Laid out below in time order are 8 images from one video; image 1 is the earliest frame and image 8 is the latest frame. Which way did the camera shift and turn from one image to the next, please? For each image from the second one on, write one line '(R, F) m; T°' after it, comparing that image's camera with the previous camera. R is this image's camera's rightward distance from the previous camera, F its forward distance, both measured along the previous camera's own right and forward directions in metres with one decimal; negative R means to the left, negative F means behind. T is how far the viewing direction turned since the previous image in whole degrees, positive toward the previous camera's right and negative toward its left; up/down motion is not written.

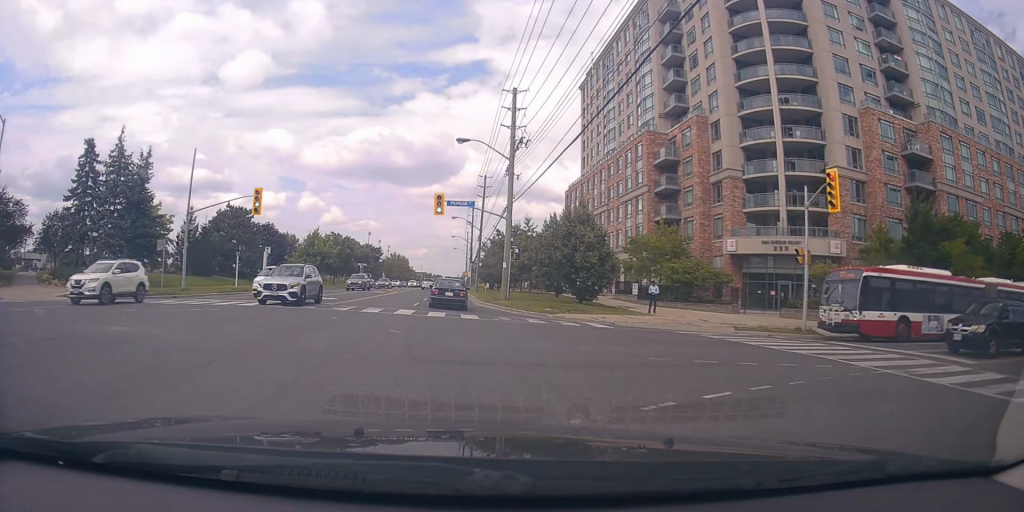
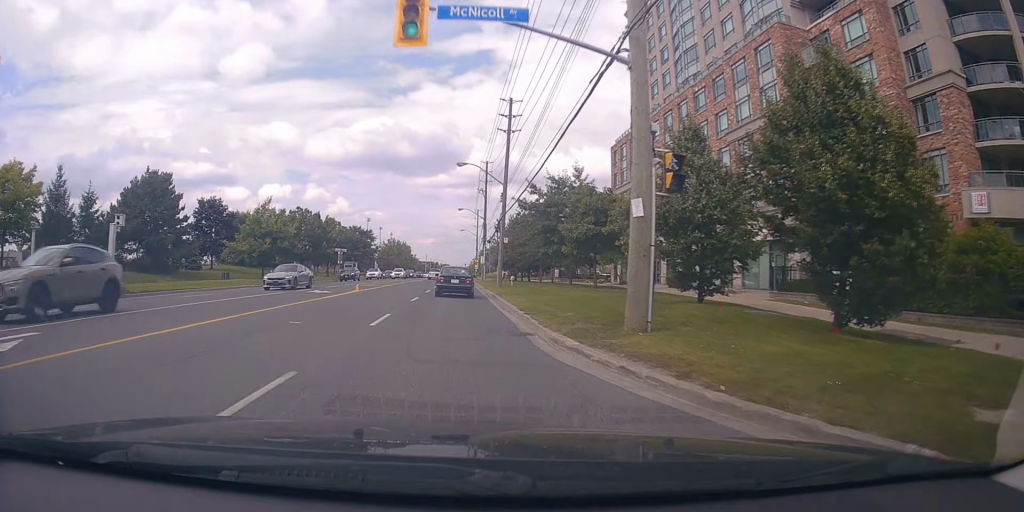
(0.0, +24.2) m; +1°
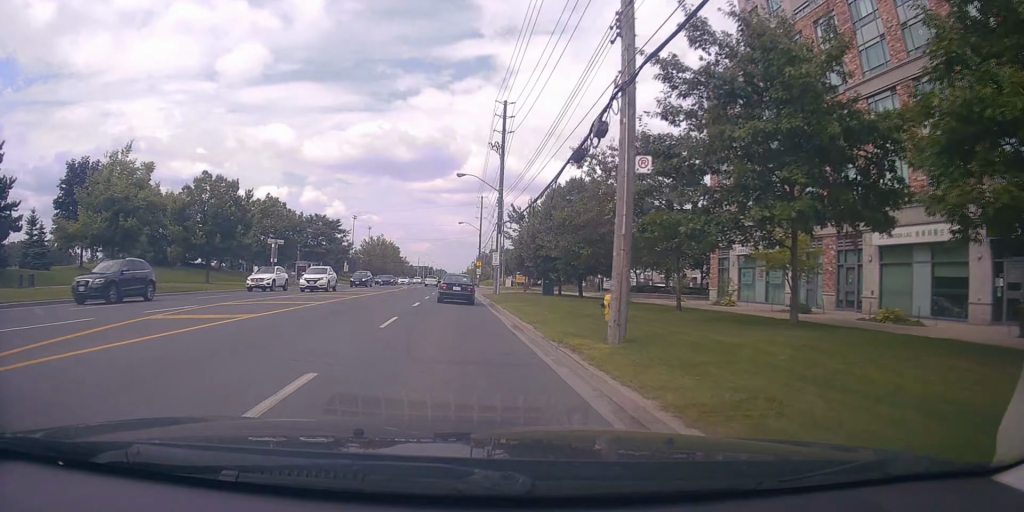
(-0.3, +27.3) m; -1°
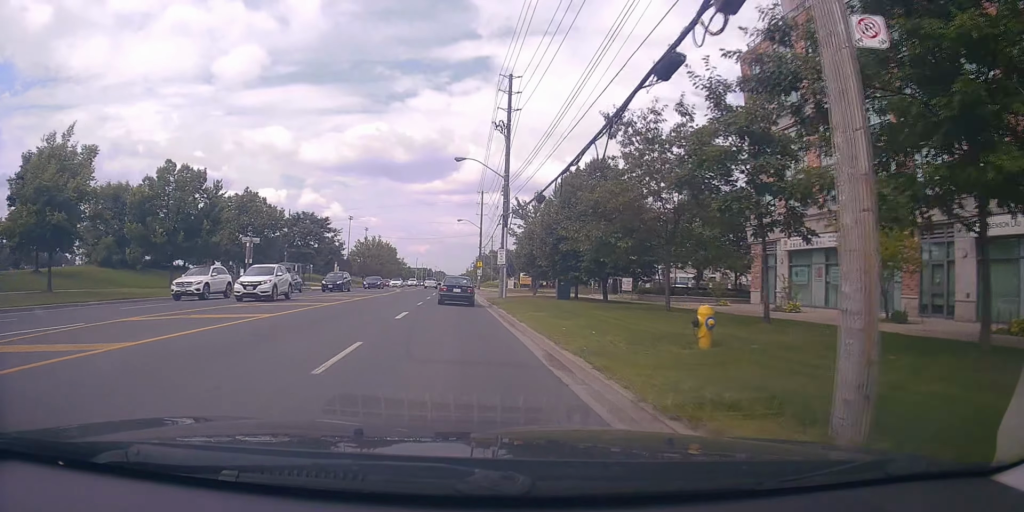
(+0.1, +6.1) m; 0°
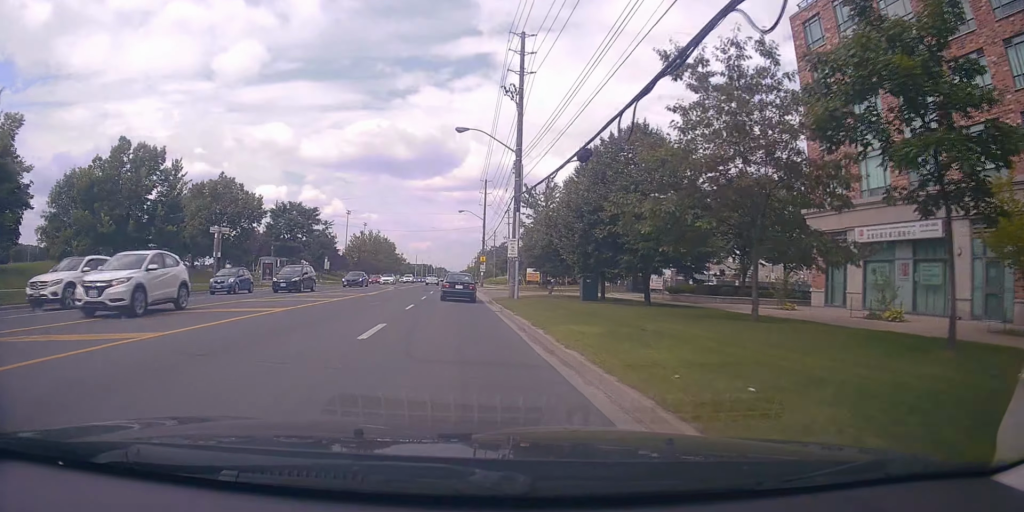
(+0.2, +6.6) m; 0°
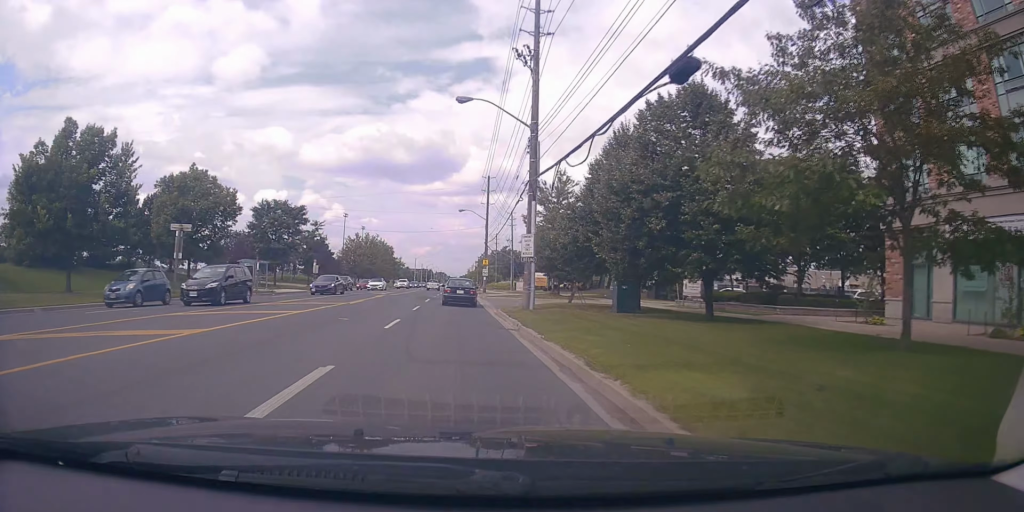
(-0.1, +5.9) m; 0°
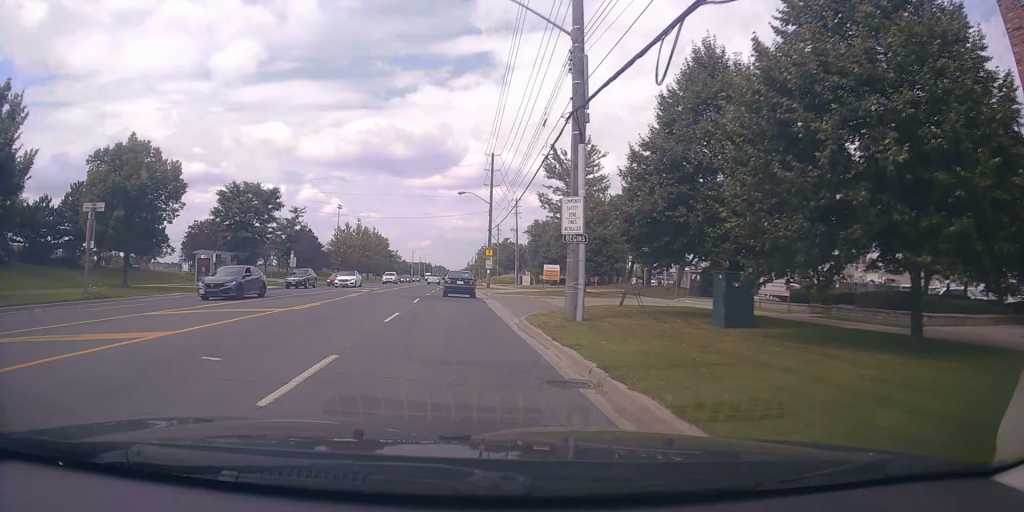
(-0.2, +9.4) m; 0°
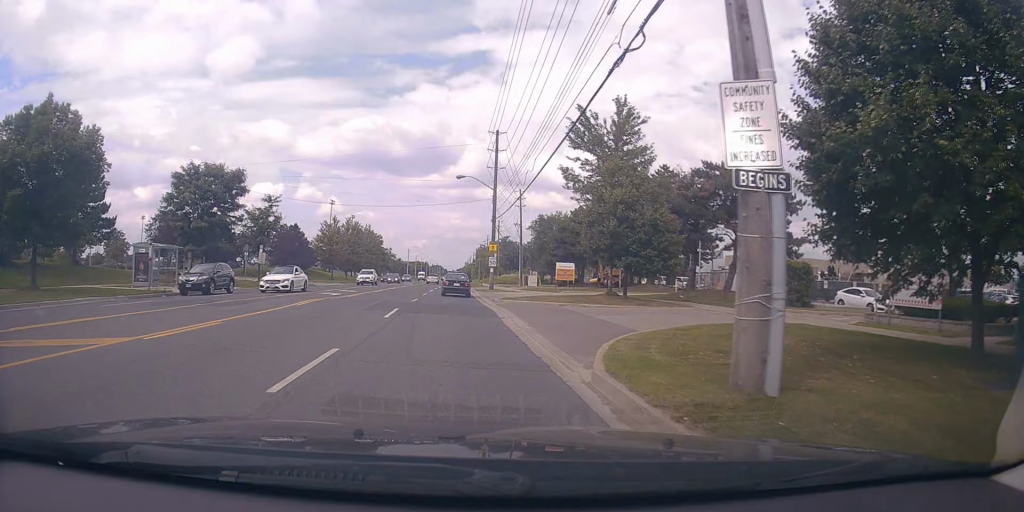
(+0.1, +9.7) m; +2°
